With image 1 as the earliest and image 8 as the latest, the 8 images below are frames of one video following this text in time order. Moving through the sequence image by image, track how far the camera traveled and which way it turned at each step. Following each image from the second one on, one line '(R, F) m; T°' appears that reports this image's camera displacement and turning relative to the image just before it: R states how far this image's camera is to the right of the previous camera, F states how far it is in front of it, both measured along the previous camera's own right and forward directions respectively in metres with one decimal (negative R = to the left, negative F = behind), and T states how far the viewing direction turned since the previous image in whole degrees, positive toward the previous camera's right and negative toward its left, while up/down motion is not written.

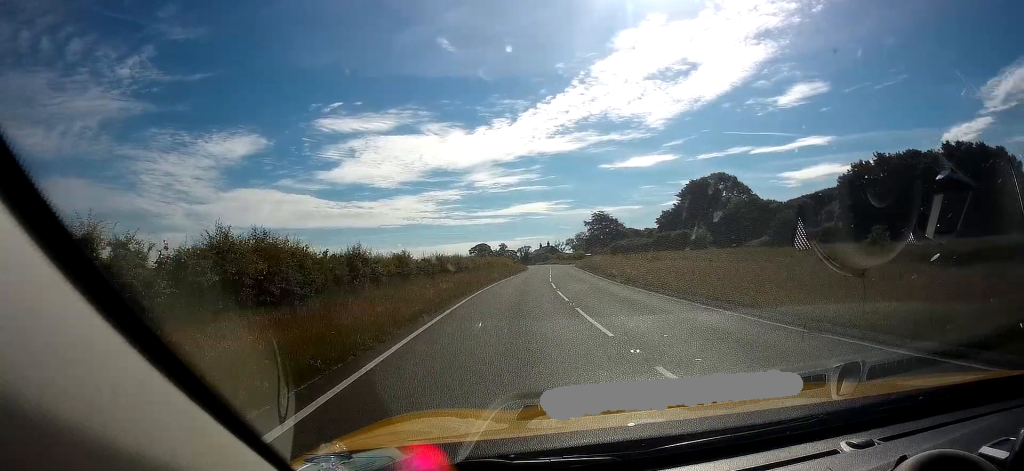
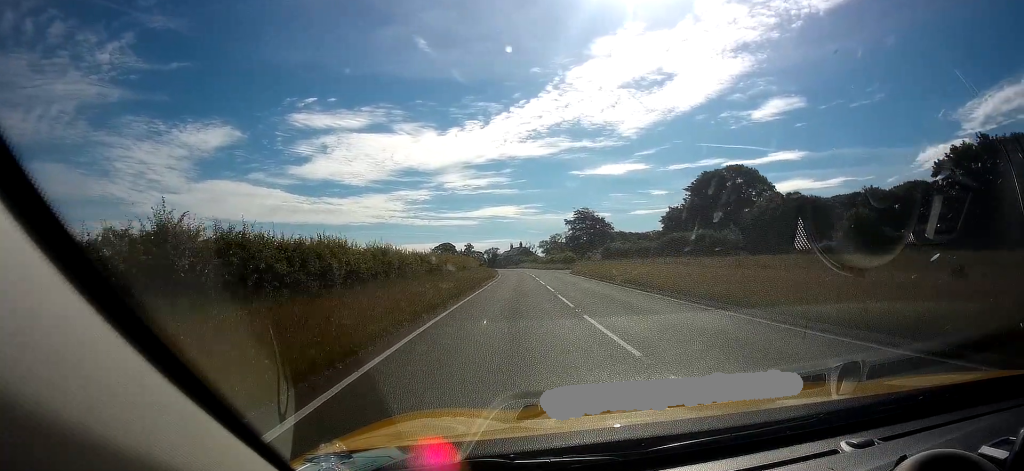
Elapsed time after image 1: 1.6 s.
(+0.7, +30.7) m; +1°
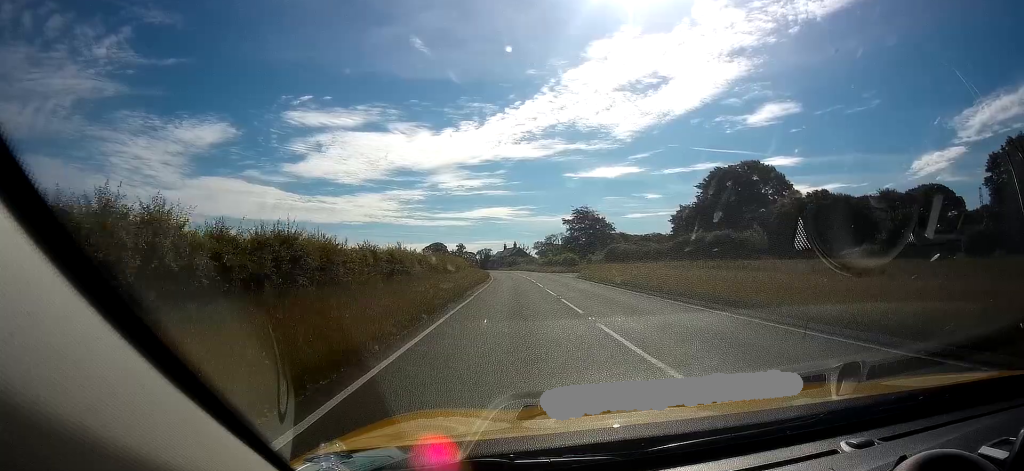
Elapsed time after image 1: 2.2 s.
(0.0, +11.0) m; +1°
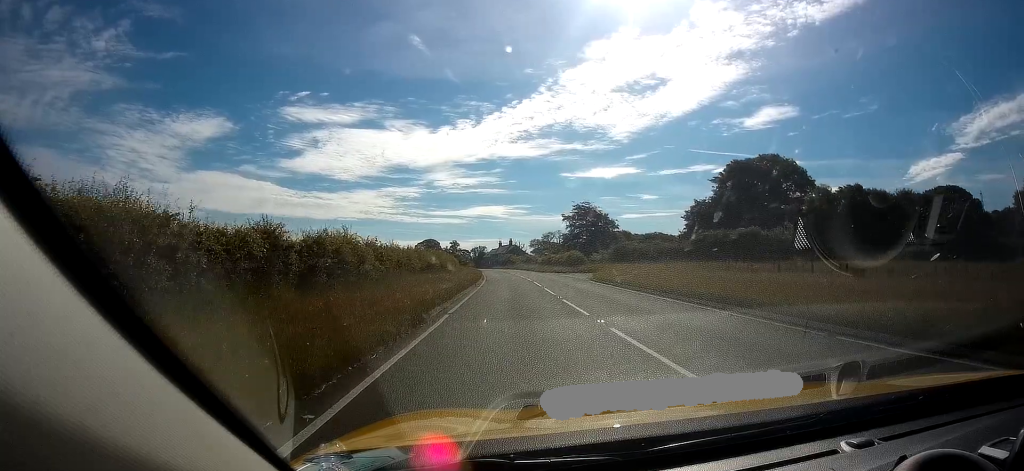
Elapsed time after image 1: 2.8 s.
(0.0, +10.3) m; +1°
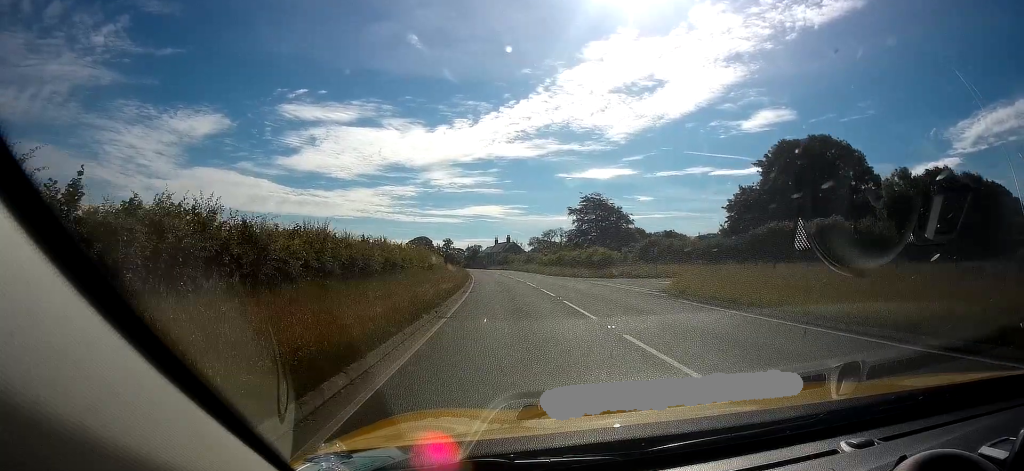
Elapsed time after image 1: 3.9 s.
(+0.4, +19.2) m; +1°
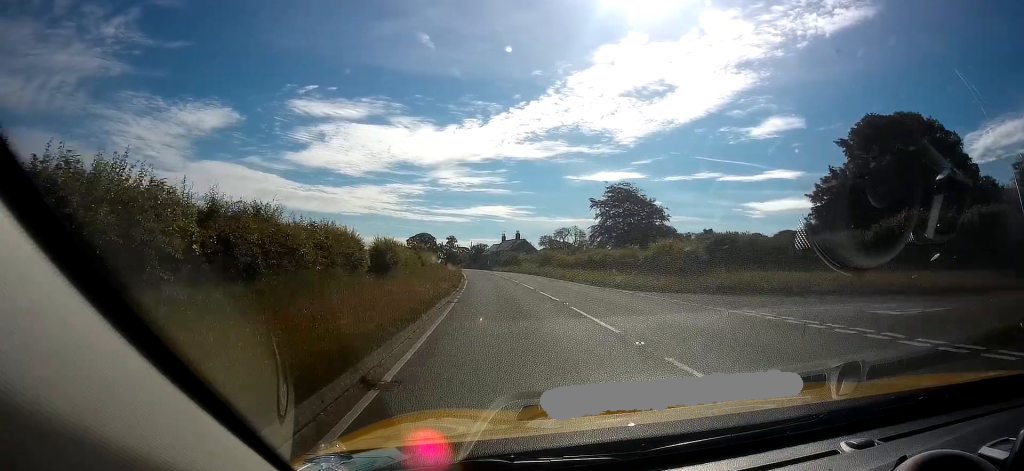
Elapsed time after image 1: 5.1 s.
(0.0, +20.4) m; 0°
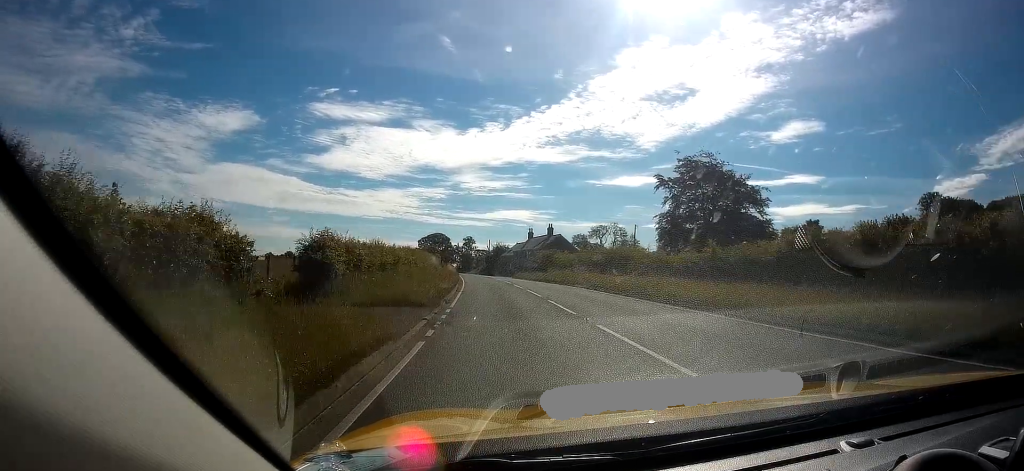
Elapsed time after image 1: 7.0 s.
(-0.5, +31.3) m; -2°
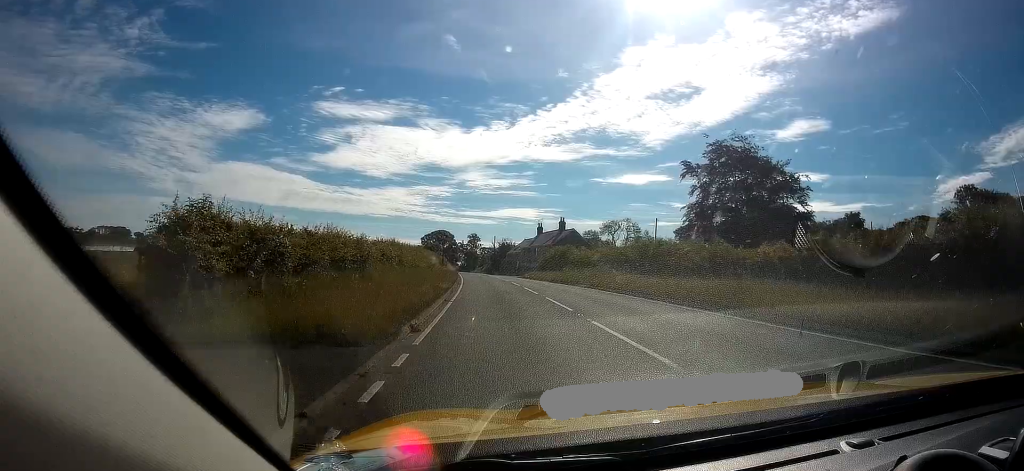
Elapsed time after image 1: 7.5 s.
(-0.2, +8.6) m; -1°
